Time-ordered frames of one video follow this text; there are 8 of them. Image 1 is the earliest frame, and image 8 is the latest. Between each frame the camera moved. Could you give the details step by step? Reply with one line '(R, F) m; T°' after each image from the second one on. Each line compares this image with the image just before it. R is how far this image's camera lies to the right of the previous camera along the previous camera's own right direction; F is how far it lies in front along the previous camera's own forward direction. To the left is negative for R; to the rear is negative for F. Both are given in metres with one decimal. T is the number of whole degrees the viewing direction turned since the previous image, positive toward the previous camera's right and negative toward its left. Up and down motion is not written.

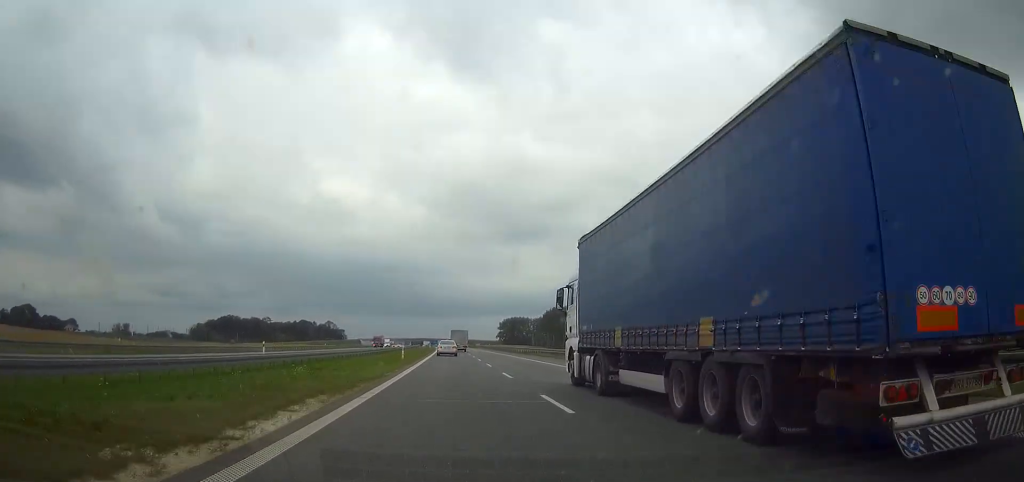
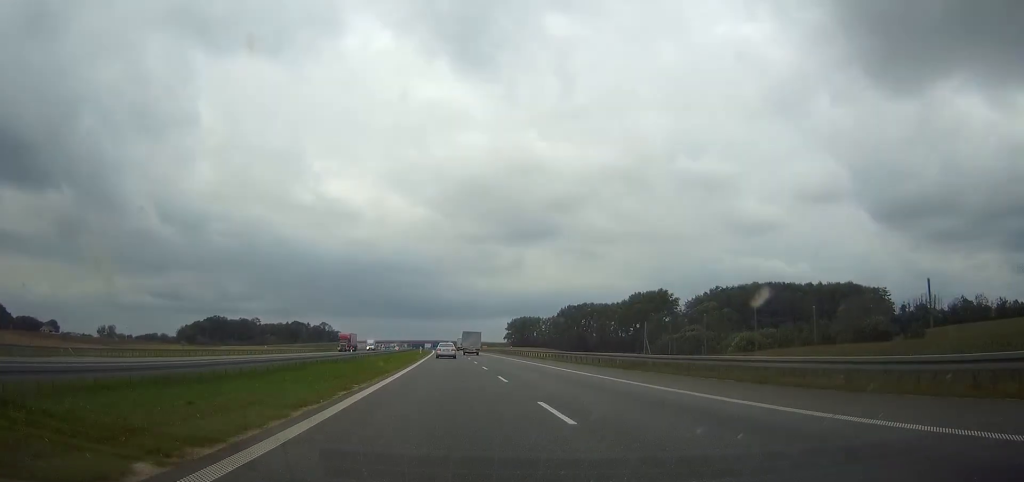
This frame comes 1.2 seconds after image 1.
(-0.2, +51.0) m; 0°
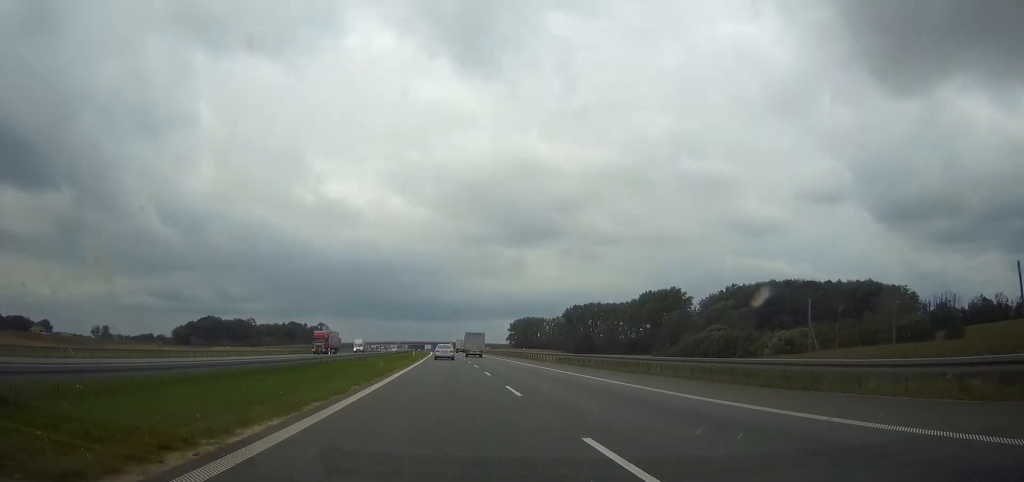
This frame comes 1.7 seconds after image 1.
(+0.1, +17.9) m; 0°
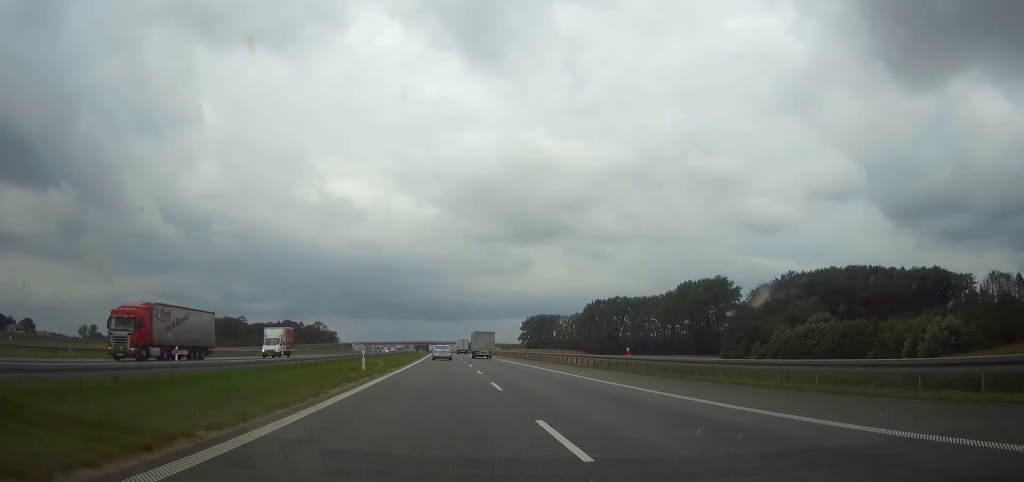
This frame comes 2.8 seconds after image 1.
(-0.2, +46.7) m; -1°
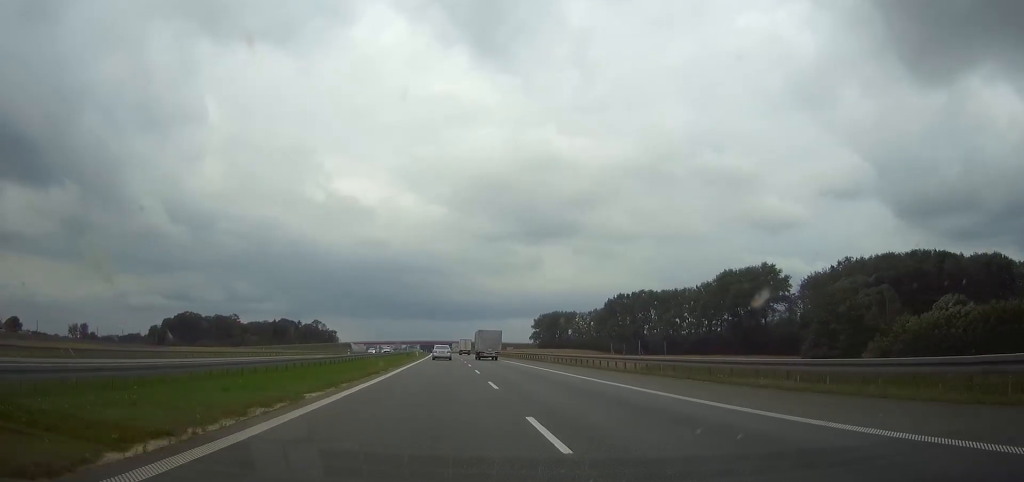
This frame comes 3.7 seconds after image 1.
(-0.2, +36.0) m; 0°
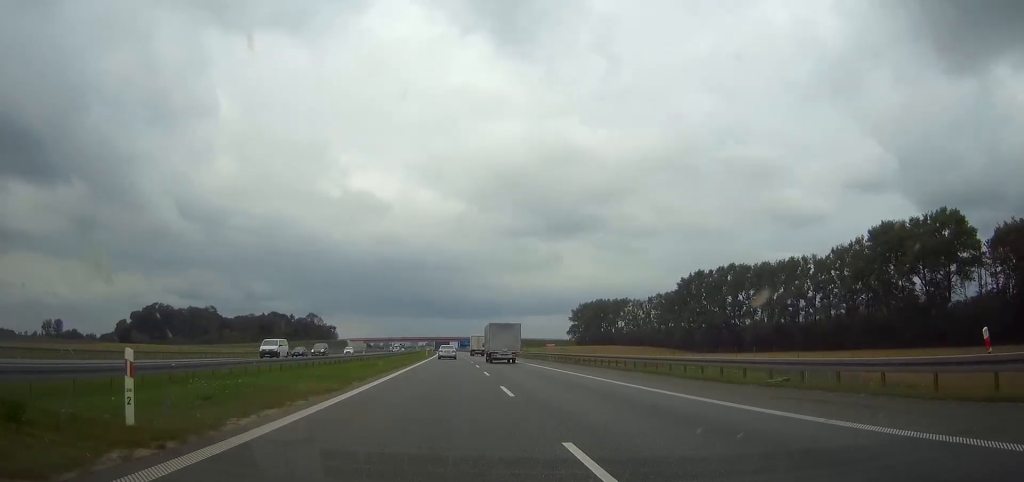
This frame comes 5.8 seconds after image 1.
(-1.0, +88.2) m; -2°
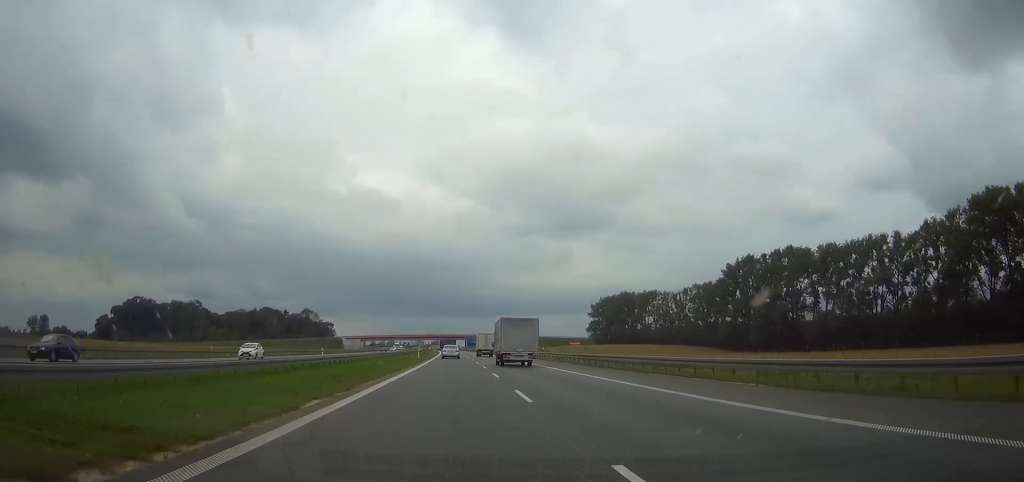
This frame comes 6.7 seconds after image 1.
(-0.2, +38.3) m; -1°
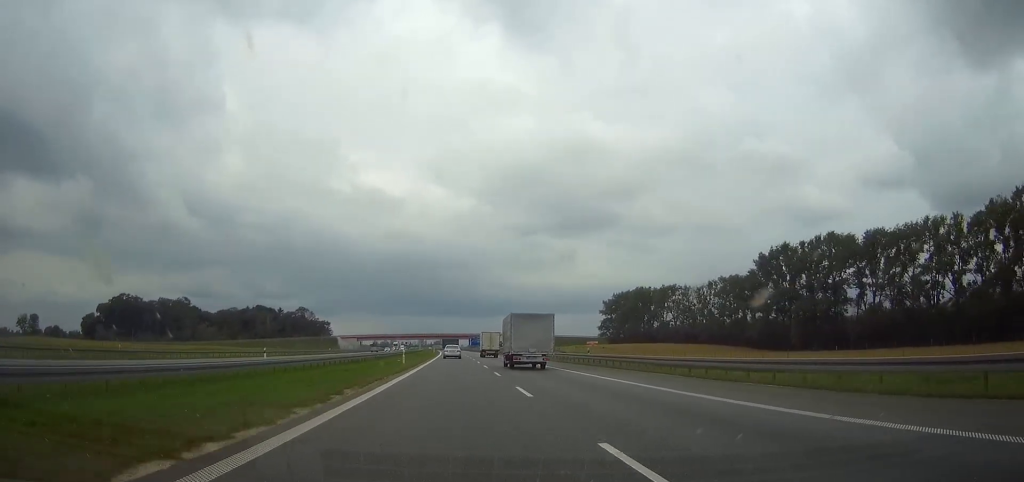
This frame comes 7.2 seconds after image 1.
(-0.1, +22.8) m; 0°
